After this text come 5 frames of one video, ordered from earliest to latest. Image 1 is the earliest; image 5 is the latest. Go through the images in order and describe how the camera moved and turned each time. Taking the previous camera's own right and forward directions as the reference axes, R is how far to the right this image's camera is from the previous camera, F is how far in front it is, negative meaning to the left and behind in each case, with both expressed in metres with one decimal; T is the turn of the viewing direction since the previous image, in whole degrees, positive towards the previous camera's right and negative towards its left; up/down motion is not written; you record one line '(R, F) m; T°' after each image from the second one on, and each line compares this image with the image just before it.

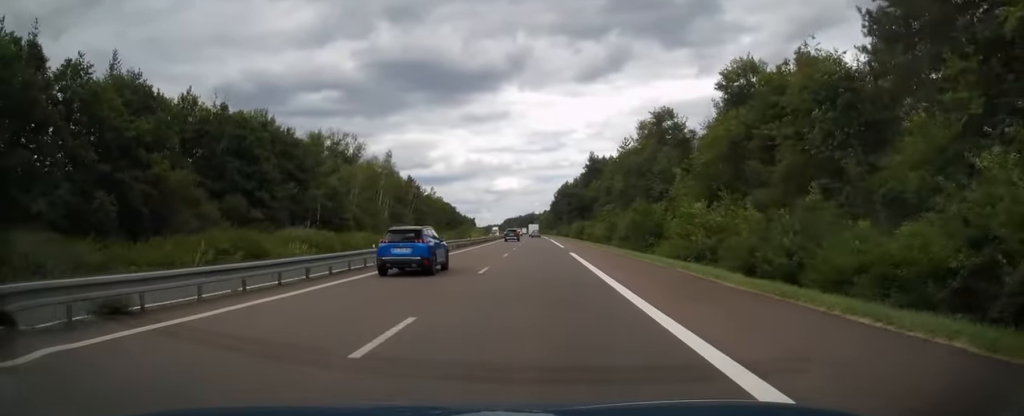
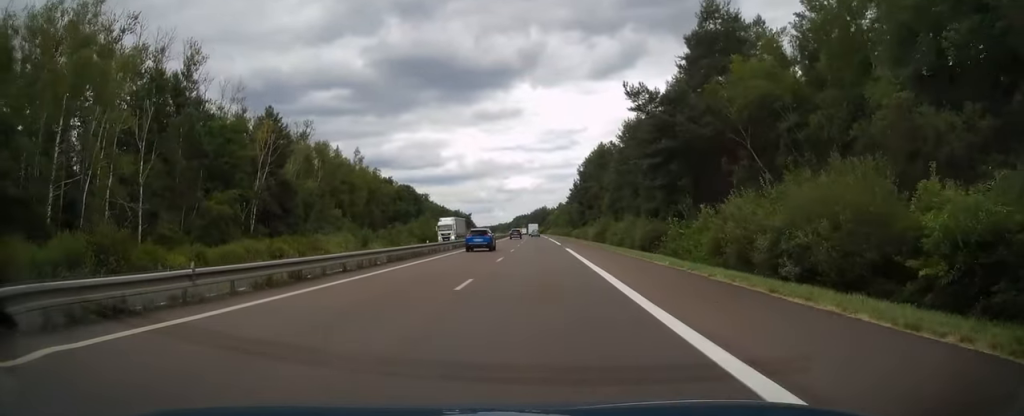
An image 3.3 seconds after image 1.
(-1.0, +96.8) m; -1°
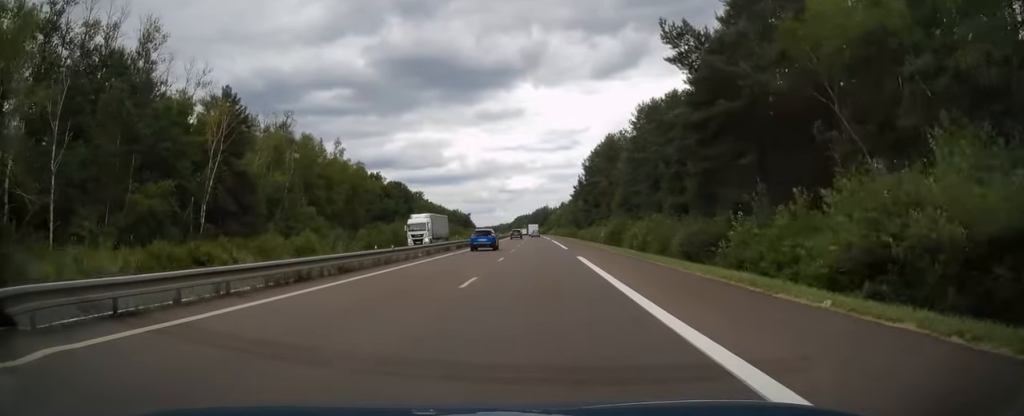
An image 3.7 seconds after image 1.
(0.0, +12.3) m; 0°
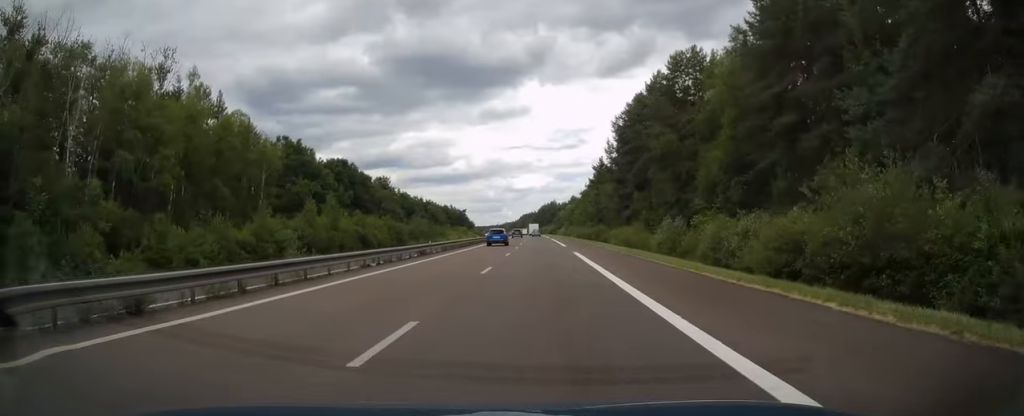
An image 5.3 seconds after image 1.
(-0.3, +47.6) m; -1°
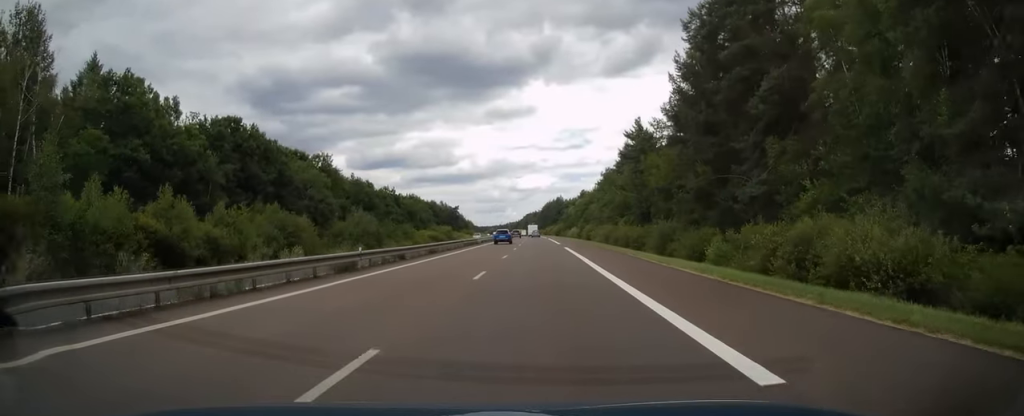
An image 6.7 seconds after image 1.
(-0.3, +41.1) m; 0°
